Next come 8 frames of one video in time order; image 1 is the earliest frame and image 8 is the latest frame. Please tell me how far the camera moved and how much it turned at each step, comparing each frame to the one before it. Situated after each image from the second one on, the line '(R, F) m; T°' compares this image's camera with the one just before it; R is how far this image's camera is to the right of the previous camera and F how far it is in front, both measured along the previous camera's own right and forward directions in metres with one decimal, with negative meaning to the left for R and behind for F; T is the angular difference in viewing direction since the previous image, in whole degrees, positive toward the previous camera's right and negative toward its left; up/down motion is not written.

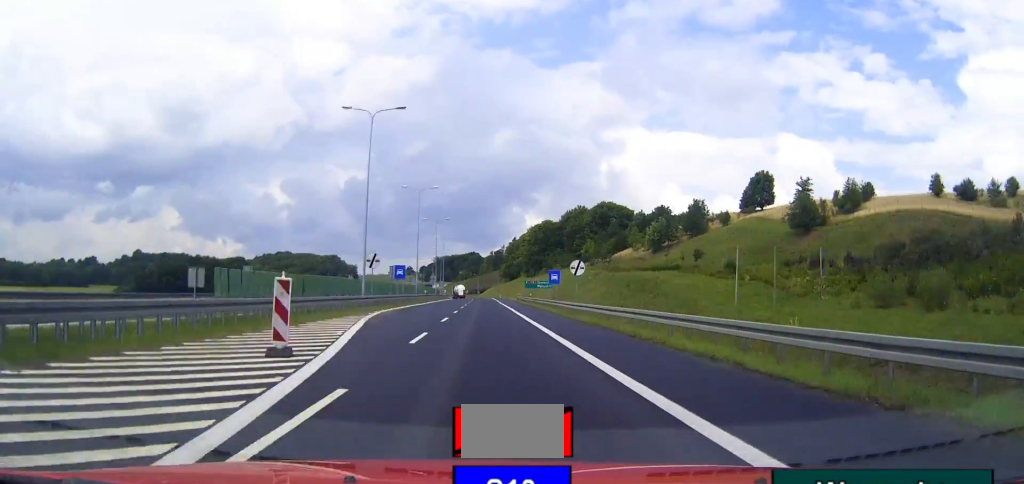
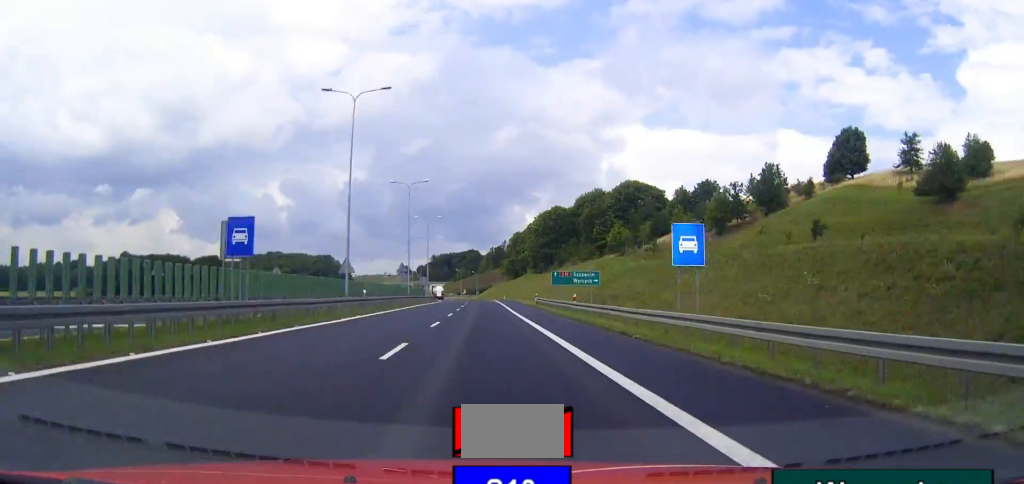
(+0.3, +41.4) m; 0°
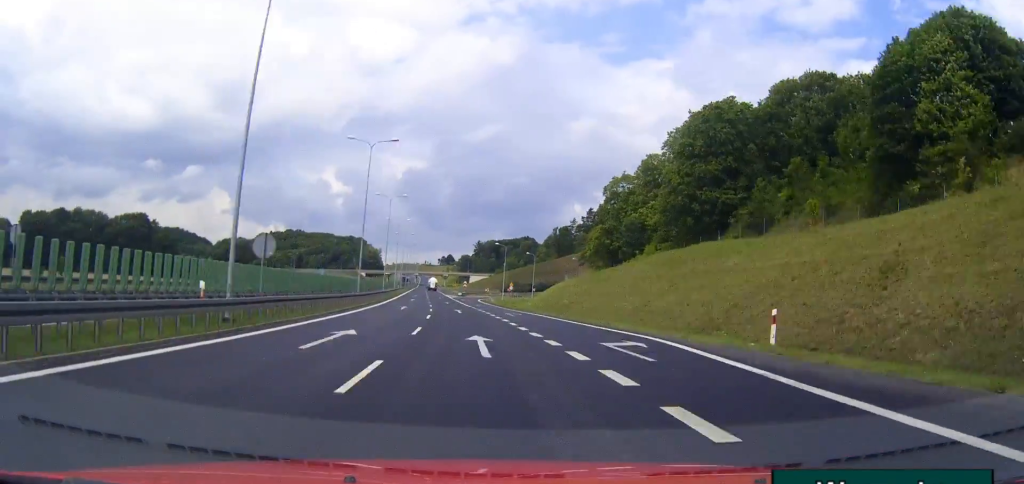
(-4.3, +127.2) m; -5°
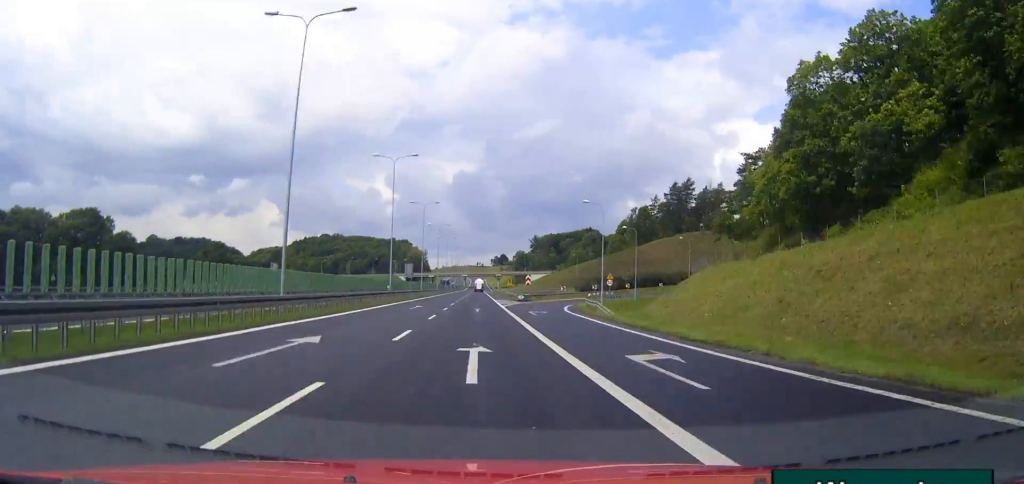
(-1.8, +64.3) m; -2°
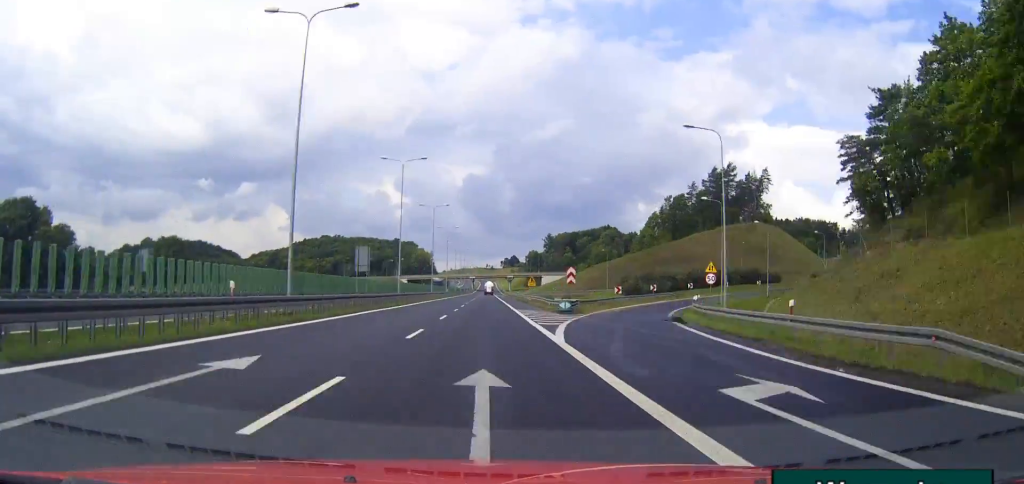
(-0.4, +35.7) m; 0°
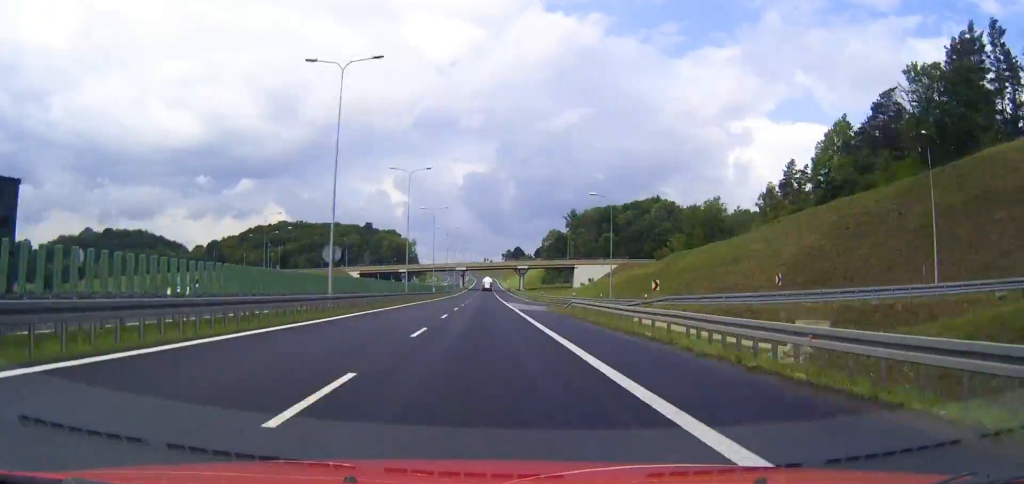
(-0.5, +129.6) m; 0°
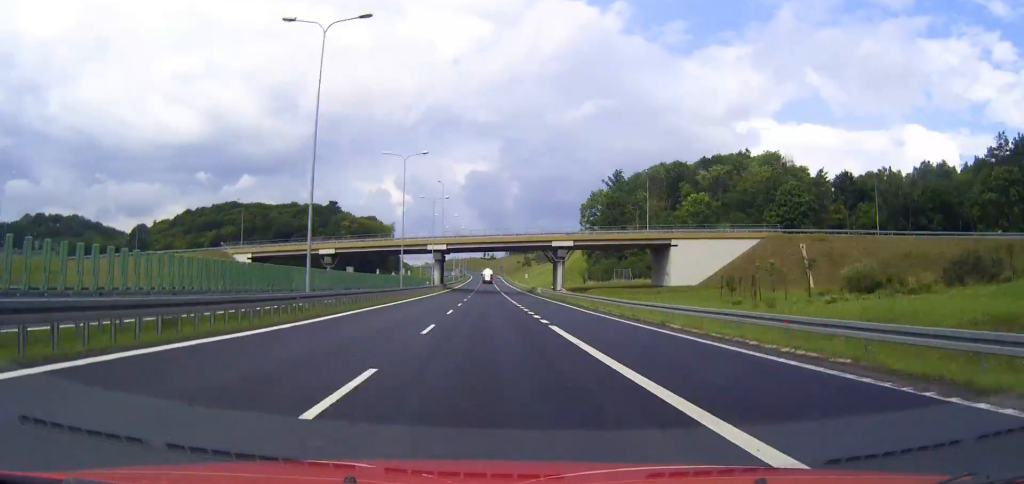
(0.0, +105.9) m; 0°
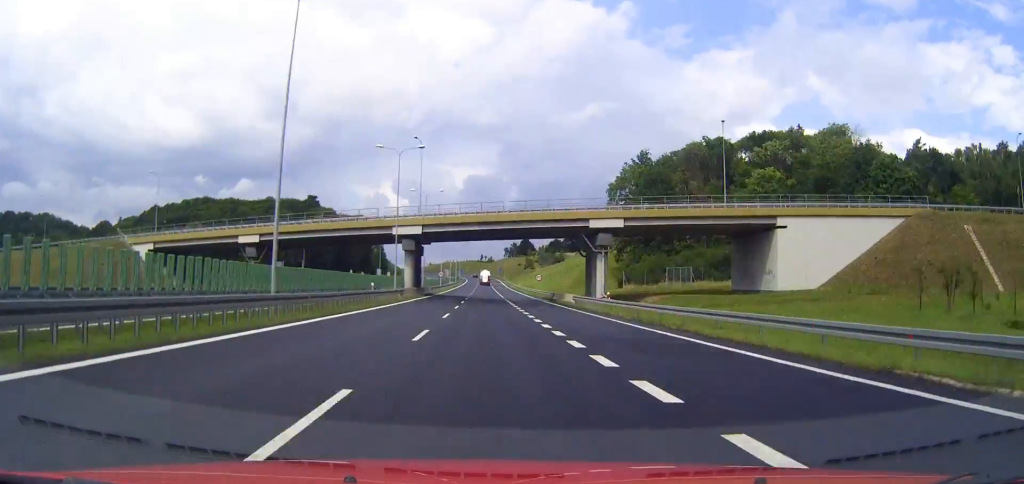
(0.0, +38.2) m; 0°
